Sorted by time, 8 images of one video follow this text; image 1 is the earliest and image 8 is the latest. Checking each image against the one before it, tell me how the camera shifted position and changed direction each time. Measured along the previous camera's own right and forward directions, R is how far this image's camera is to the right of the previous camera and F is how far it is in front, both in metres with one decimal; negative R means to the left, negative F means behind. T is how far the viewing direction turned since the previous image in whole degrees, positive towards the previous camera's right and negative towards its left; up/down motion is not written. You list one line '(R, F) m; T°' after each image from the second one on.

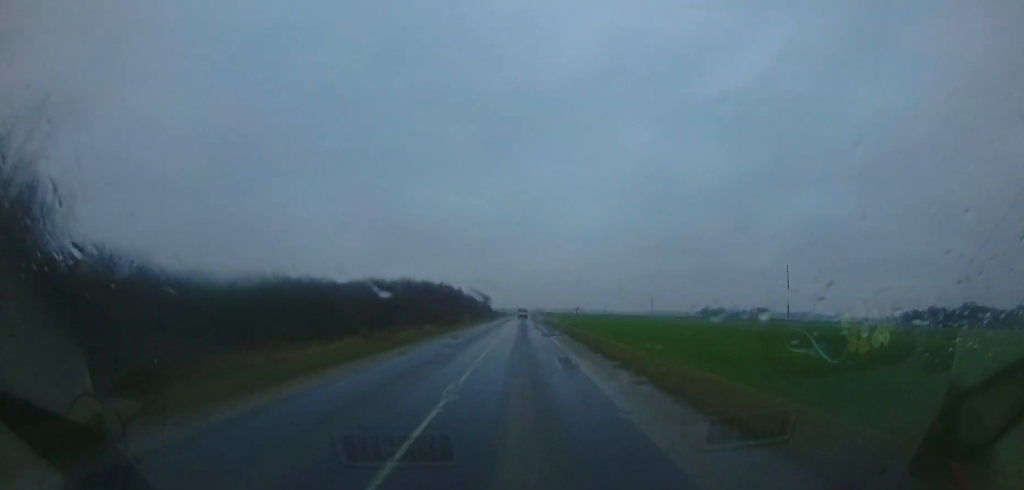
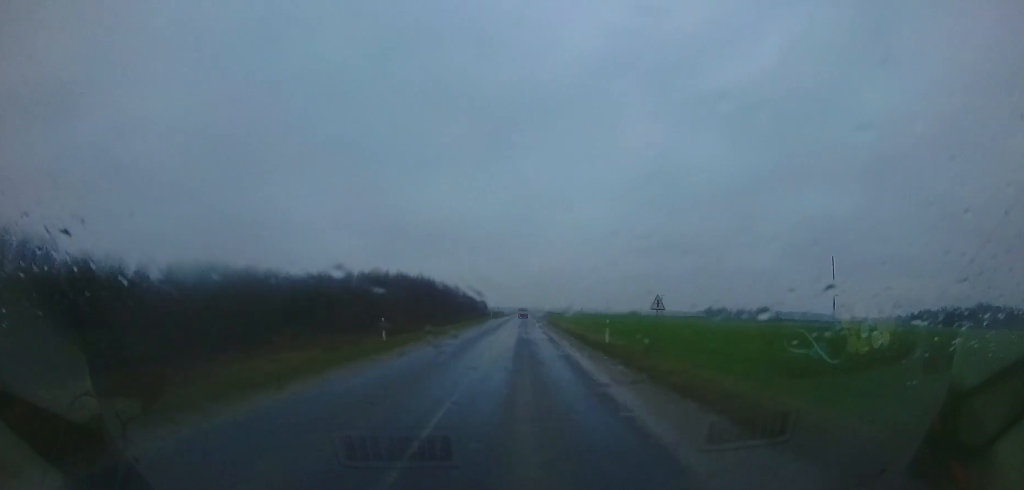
(0.0, +24.1) m; 0°
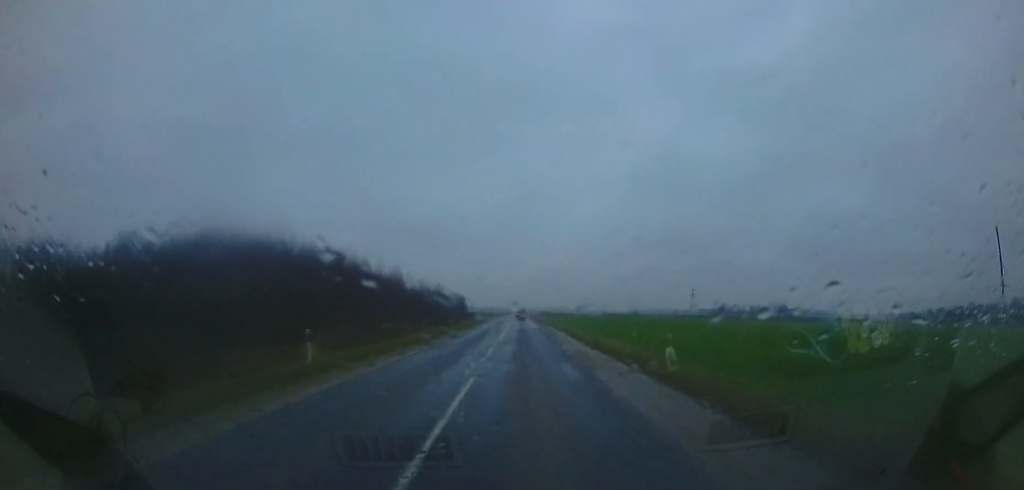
(+0.4, +58.2) m; +1°
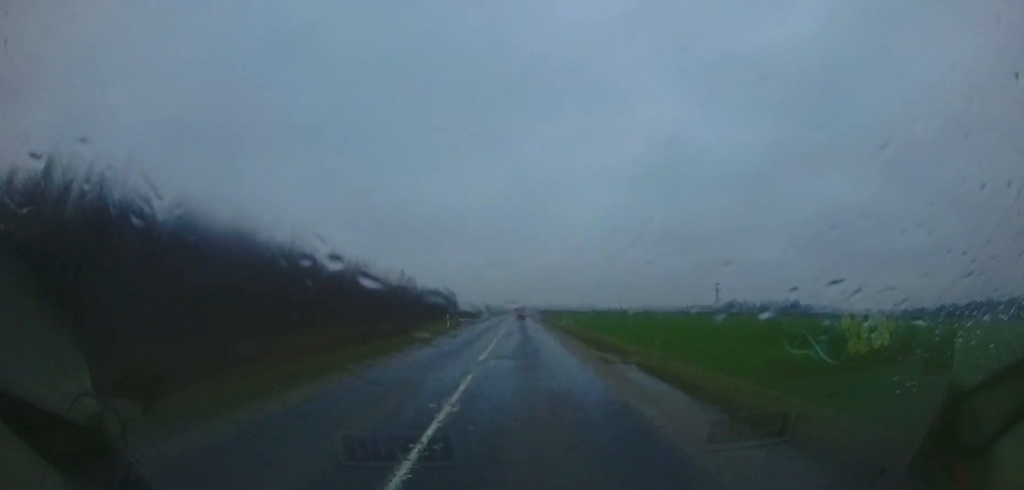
(0.0, +25.8) m; 0°
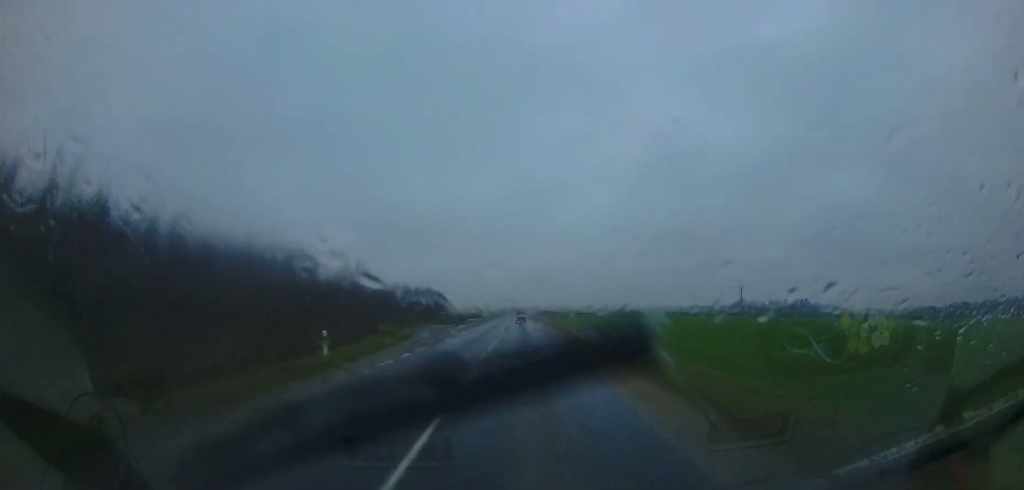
(+0.1, +20.7) m; 0°
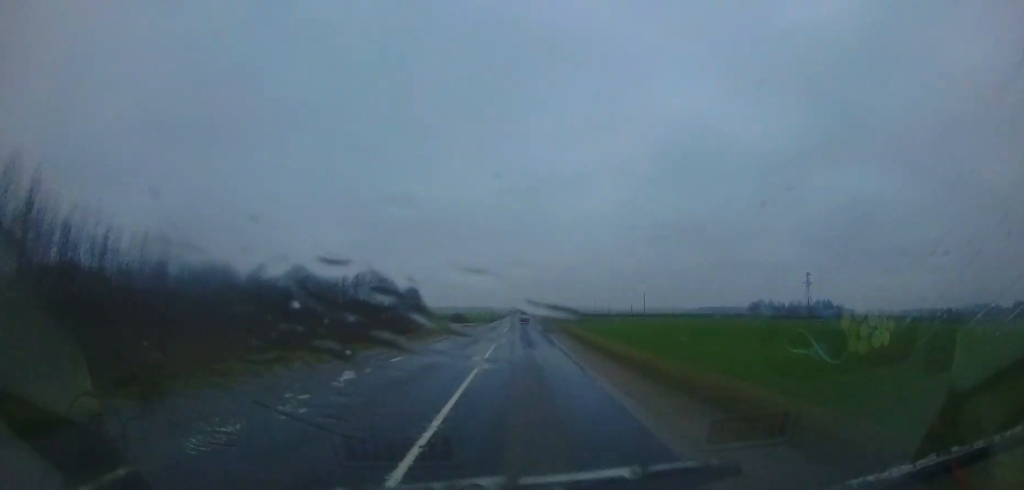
(-0.1, +40.7) m; 0°
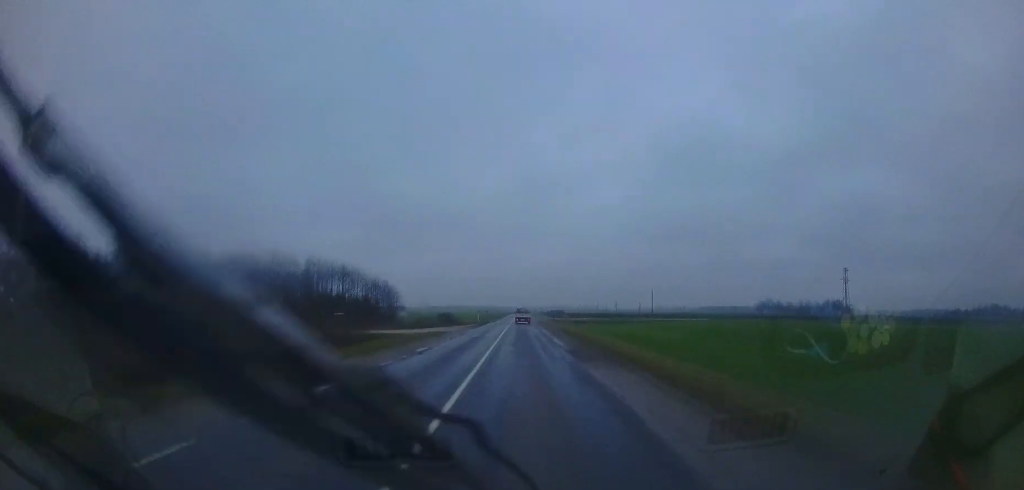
(0.0, +16.7) m; 0°
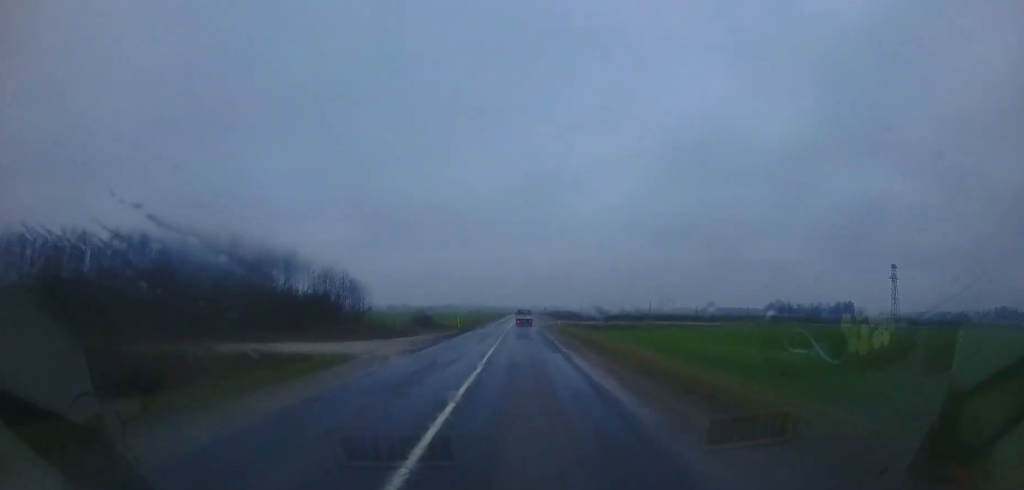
(+0.1, +18.0) m; 0°
